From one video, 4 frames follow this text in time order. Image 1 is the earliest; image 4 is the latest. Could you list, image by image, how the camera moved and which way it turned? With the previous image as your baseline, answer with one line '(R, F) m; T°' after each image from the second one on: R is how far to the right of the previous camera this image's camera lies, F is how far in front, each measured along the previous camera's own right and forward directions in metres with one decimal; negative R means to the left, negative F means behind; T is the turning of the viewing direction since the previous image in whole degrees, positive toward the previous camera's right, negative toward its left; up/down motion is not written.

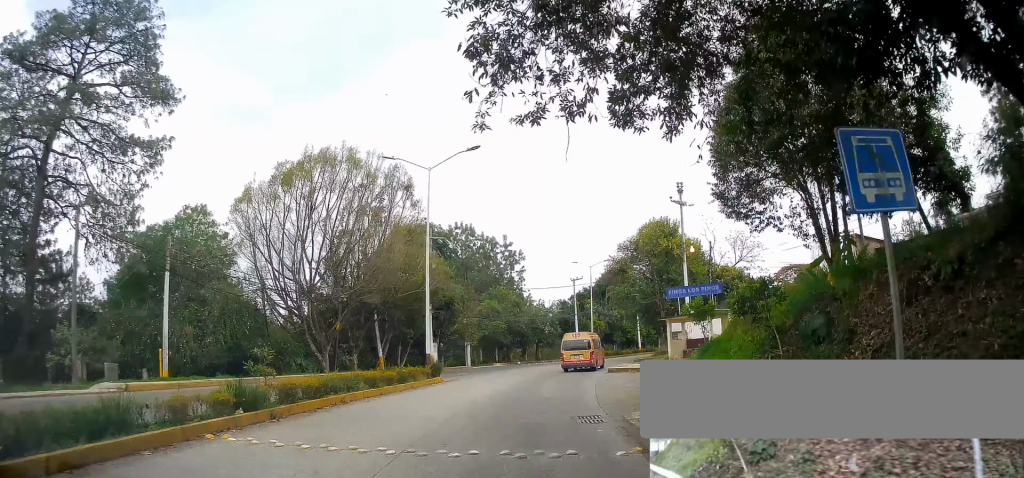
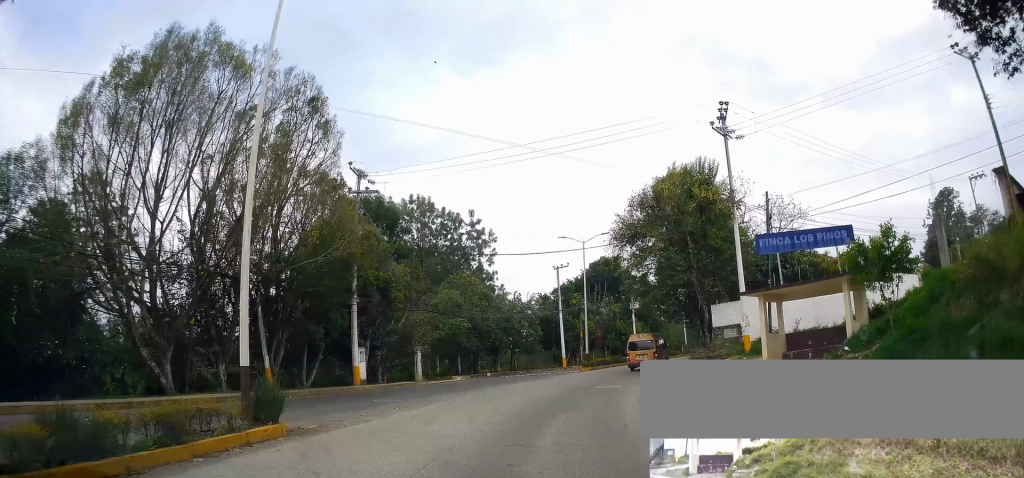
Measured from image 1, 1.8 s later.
(+2.7, +16.3) m; +16°
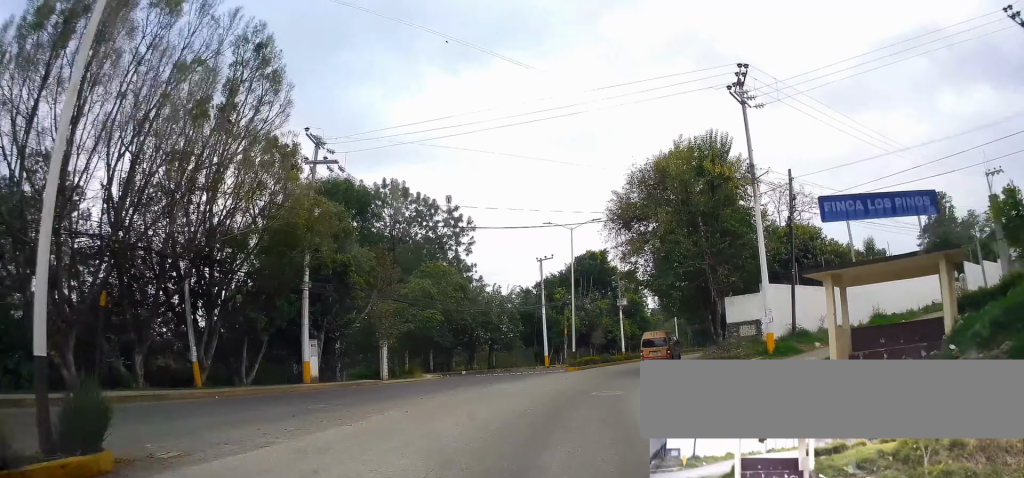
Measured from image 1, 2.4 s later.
(+0.3, +4.7) m; +1°
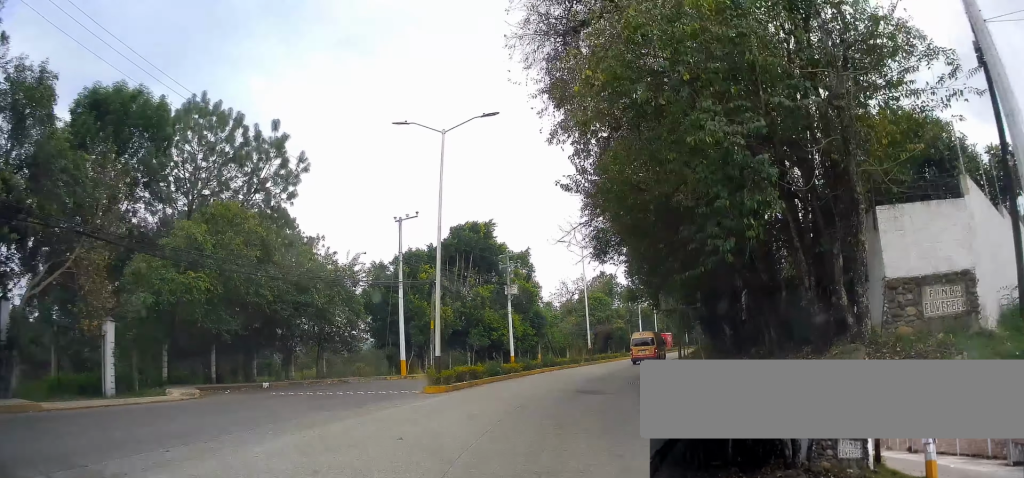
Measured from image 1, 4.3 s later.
(-0.9, +16.0) m; -1°
